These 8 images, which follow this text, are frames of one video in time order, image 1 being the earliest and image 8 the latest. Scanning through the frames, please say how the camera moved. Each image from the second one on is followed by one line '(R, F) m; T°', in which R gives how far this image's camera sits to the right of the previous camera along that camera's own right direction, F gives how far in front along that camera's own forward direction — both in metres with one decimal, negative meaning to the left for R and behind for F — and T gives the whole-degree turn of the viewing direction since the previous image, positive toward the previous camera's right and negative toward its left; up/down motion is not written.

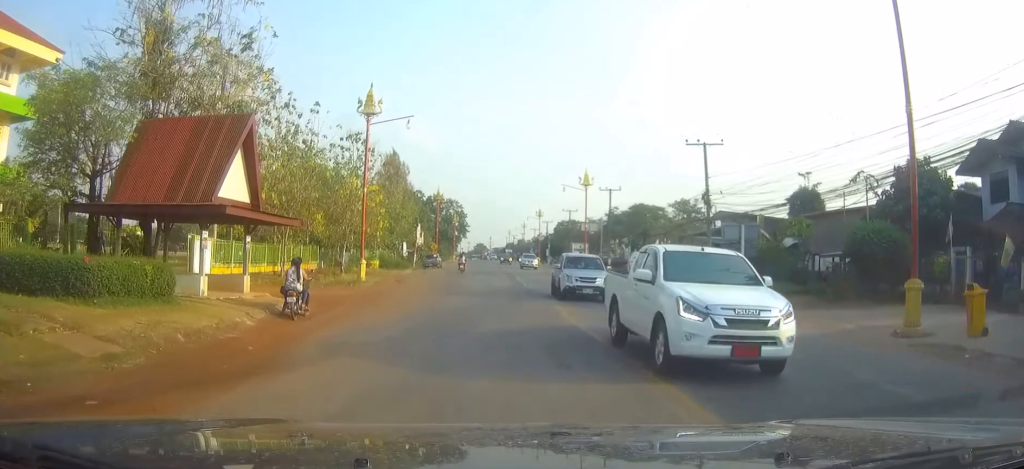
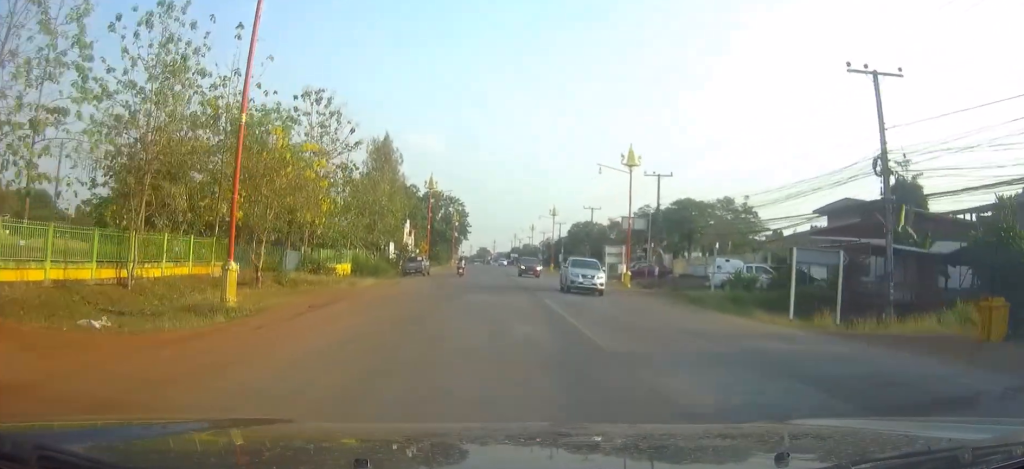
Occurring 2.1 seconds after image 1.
(-0.2, +20.5) m; -1°
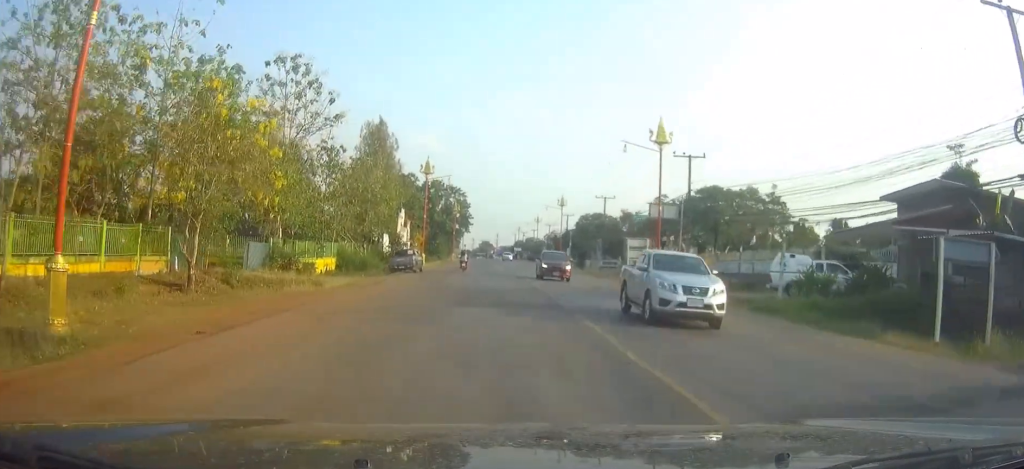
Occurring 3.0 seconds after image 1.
(+0.1, +8.4) m; 0°
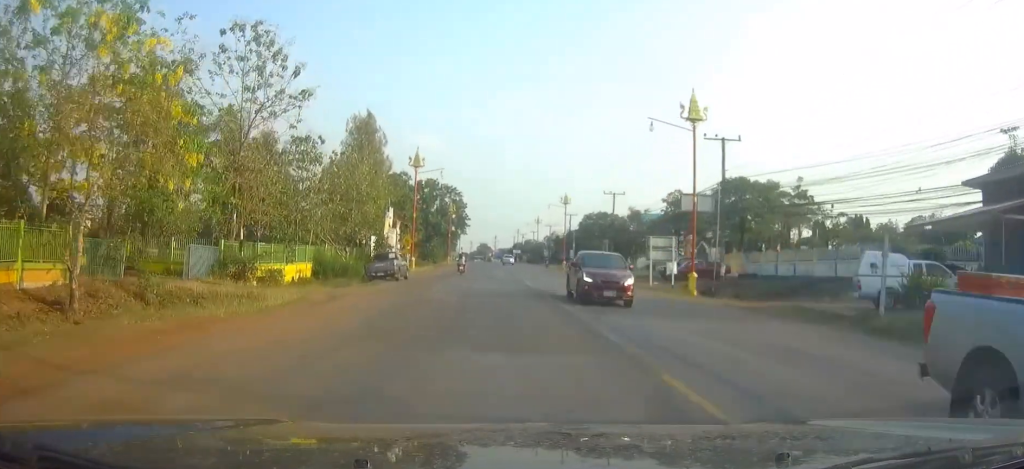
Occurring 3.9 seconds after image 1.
(-0.1, +8.4) m; -1°
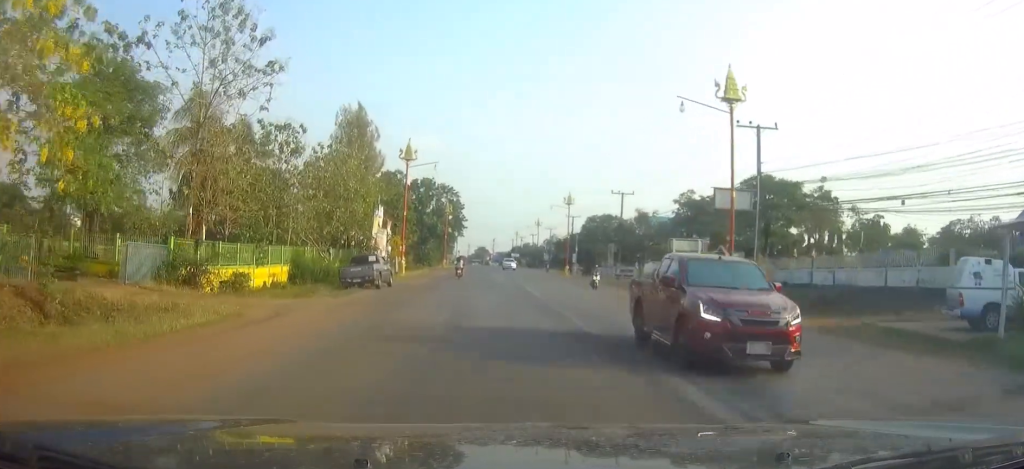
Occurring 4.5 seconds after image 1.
(0.0, +5.8) m; 0°
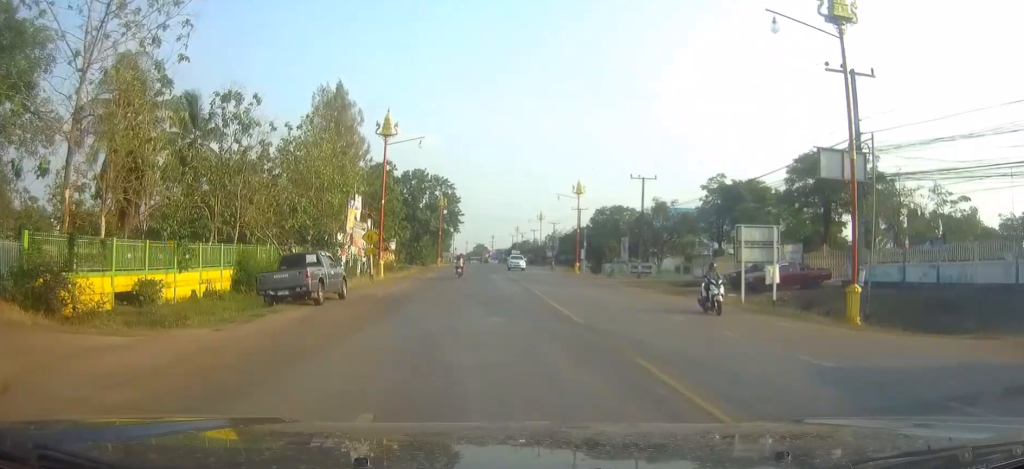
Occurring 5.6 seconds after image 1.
(0.0, +11.0) m; 0°
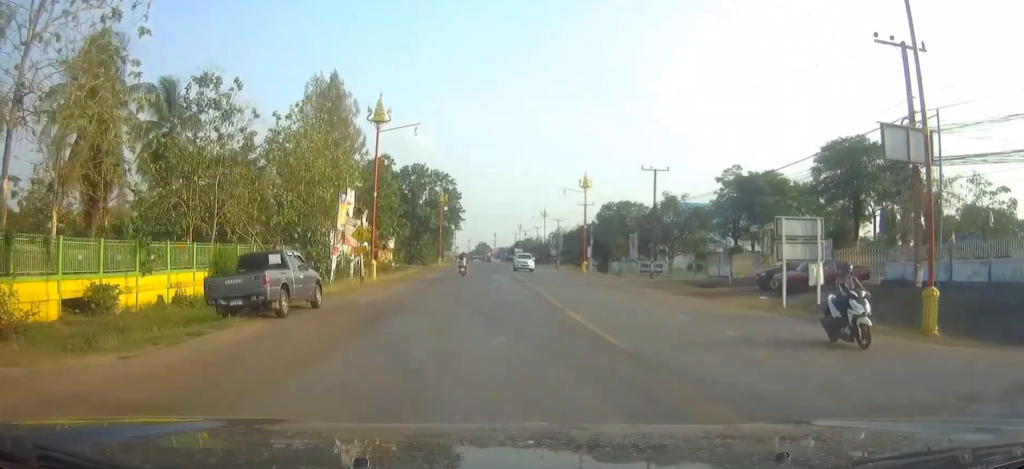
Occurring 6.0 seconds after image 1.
(0.0, +3.9) m; 0°
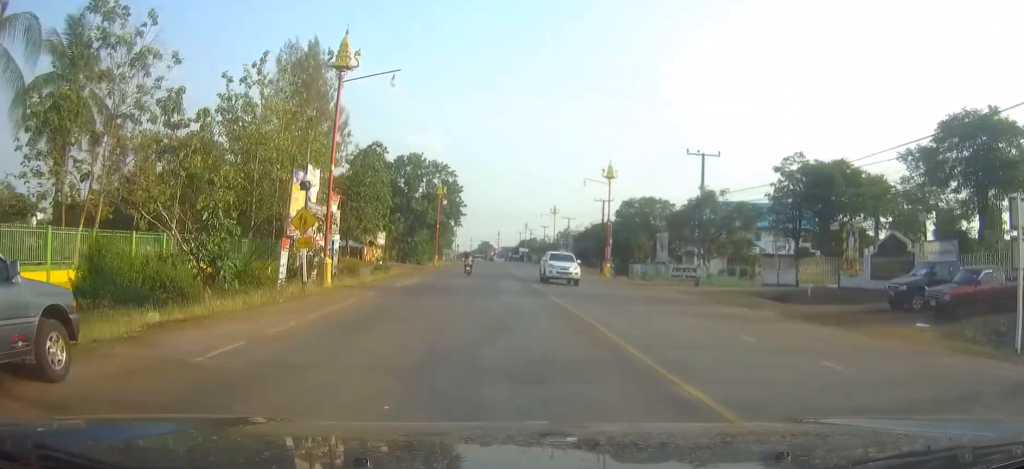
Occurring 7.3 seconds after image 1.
(0.0, +12.5) m; -1°
